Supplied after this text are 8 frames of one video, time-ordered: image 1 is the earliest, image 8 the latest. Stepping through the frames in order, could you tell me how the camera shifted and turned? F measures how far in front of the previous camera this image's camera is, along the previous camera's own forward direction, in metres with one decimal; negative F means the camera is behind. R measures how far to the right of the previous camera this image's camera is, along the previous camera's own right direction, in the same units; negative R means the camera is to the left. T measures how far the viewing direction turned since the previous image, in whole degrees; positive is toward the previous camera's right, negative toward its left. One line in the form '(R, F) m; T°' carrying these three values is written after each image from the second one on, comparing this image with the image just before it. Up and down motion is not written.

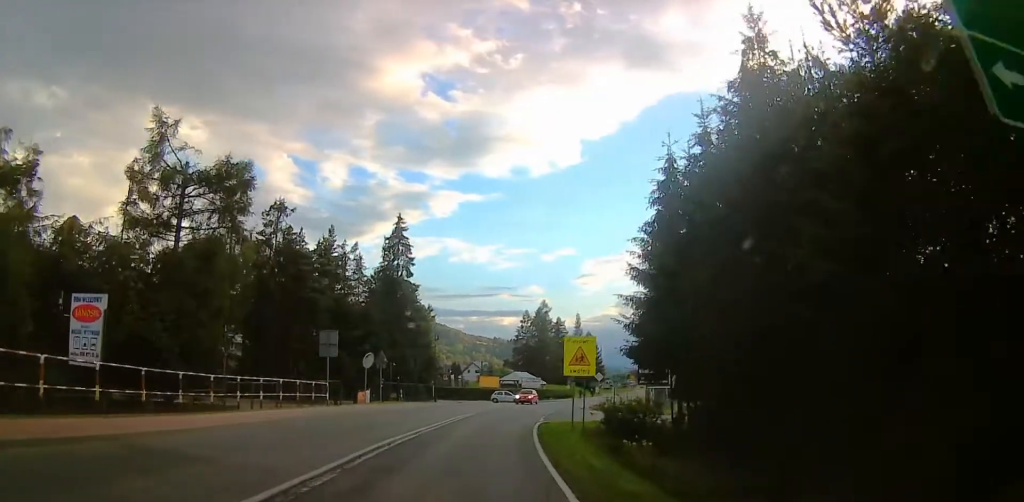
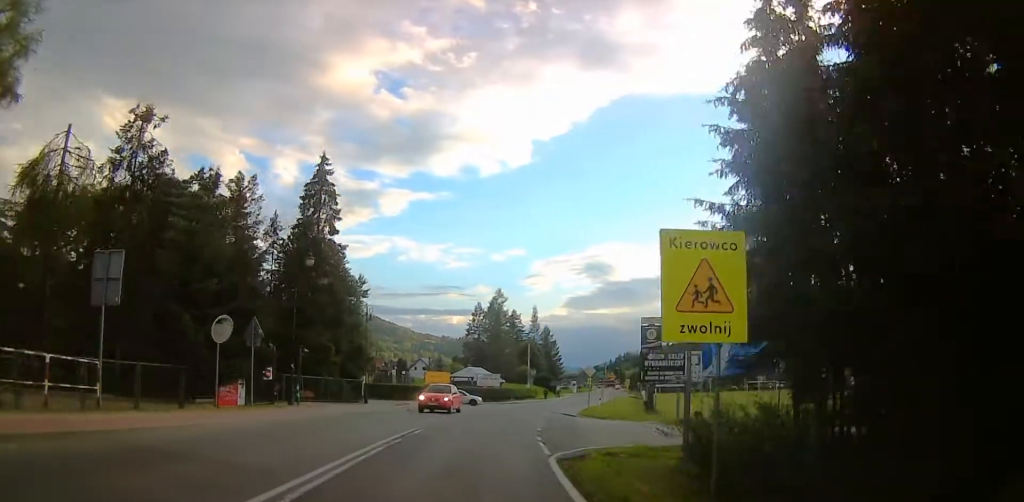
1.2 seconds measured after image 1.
(+0.7, +14.3) m; +6°
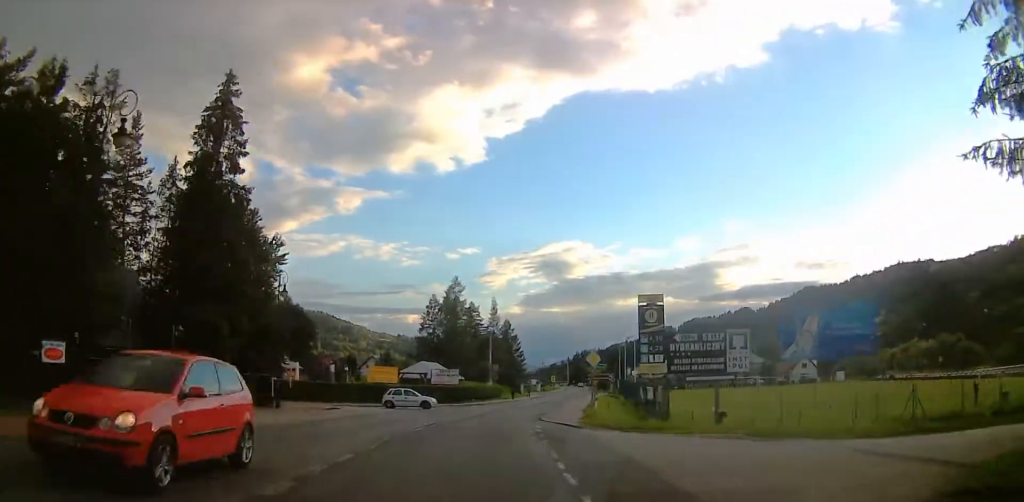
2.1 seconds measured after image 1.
(+0.4, +12.7) m; +3°
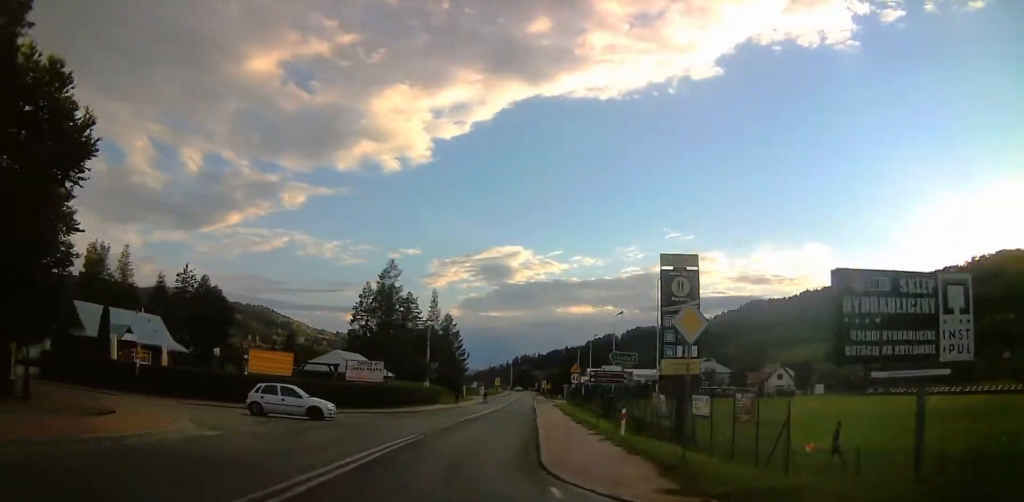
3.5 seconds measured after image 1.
(+0.6, +19.6) m; +4°
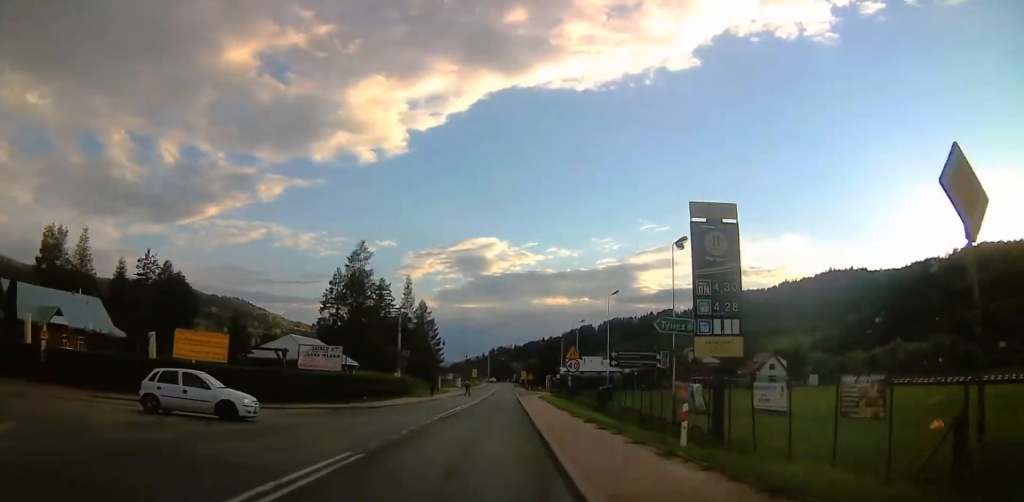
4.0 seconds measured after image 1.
(+0.1, +8.7) m; +3°
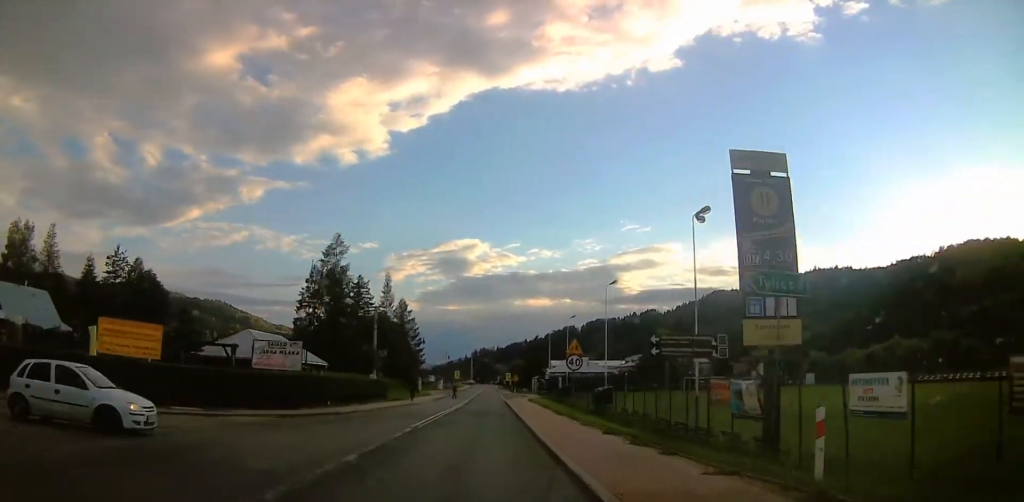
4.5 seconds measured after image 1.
(+0.2, +6.7) m; +2°
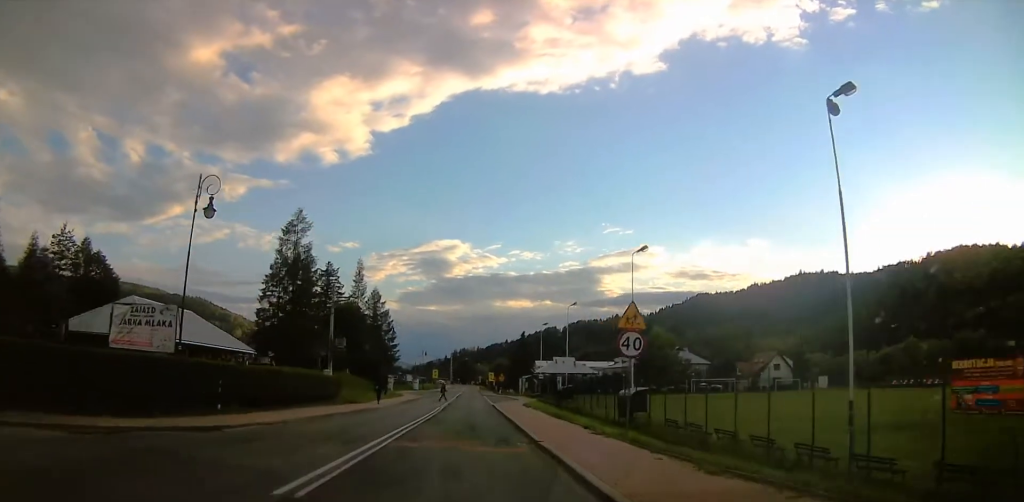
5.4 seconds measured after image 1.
(+0.6, +14.4) m; +2°
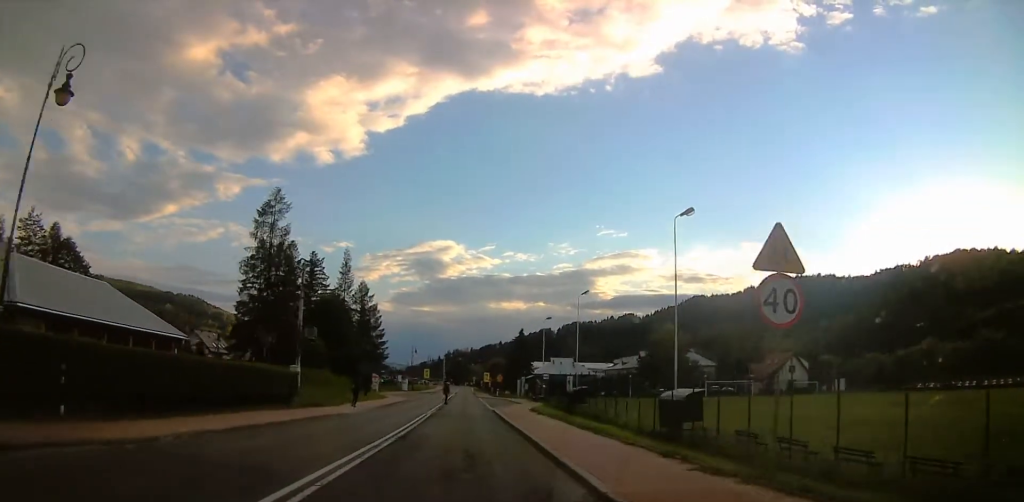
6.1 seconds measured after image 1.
(0.0, +8.8) m; 0°
